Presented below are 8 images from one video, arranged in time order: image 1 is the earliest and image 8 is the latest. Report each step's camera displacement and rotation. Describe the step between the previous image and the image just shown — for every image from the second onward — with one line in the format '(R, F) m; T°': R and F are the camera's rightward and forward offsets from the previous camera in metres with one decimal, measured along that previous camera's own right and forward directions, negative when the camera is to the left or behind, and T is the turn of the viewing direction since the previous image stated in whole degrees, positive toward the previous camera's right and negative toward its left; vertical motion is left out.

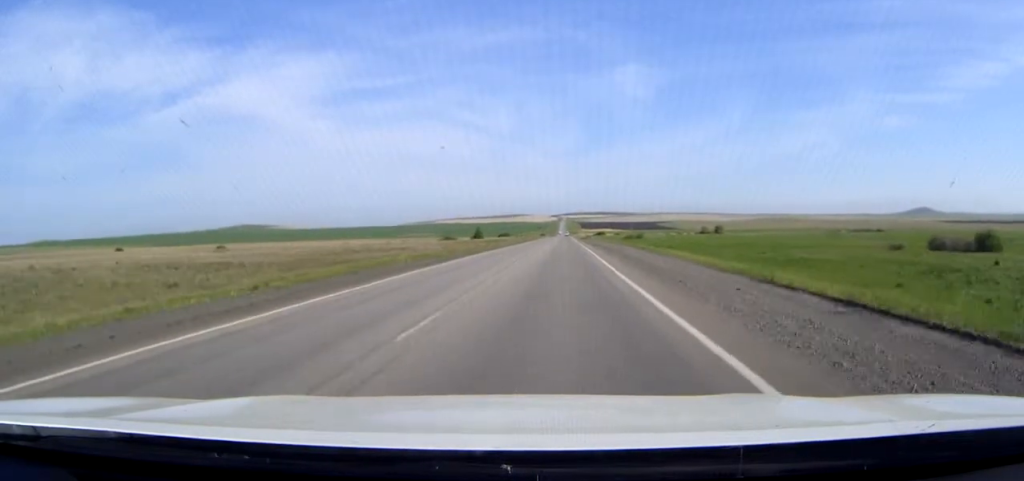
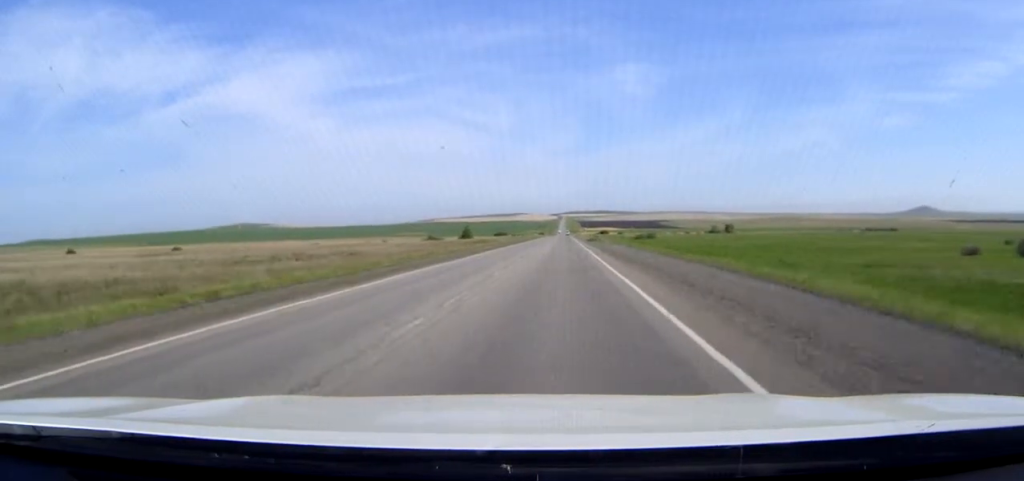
(0.0, +34.2) m; 0°
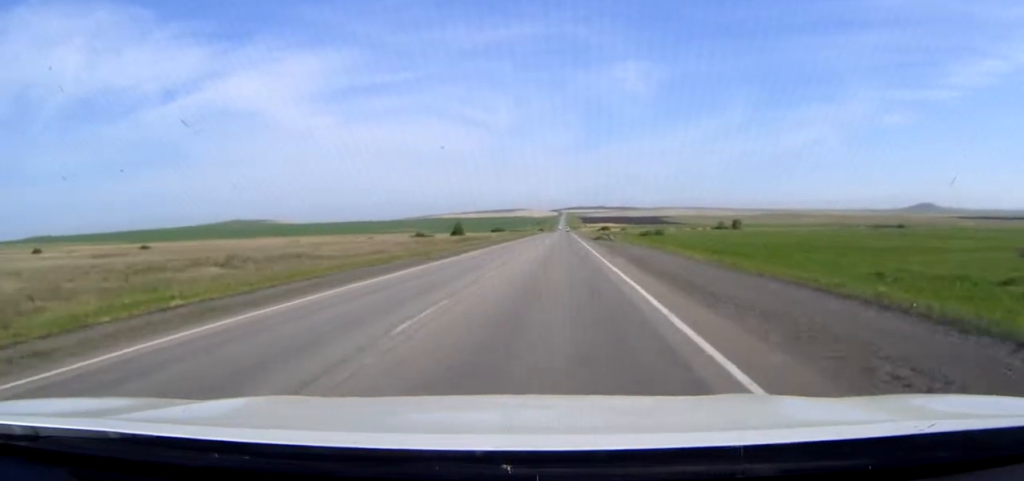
(0.0, +20.7) m; 0°
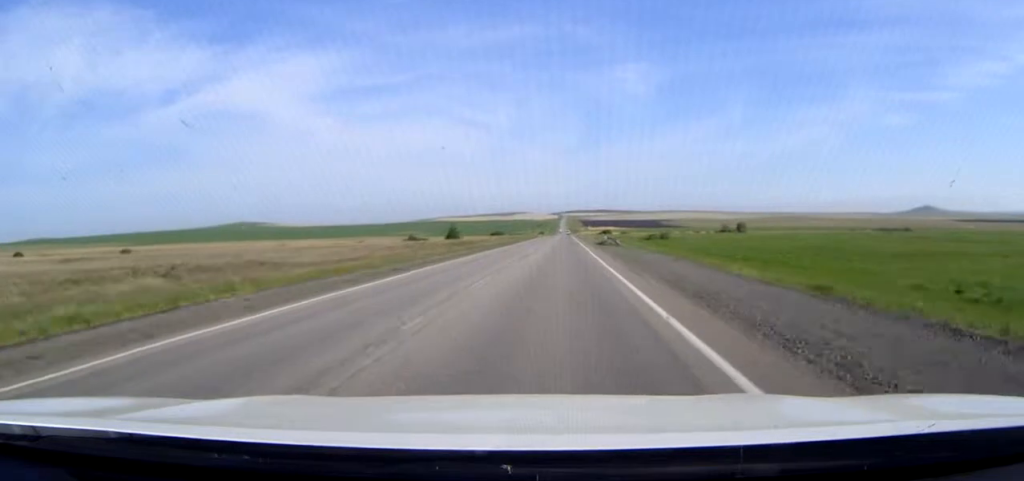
(0.0, +11.7) m; 0°
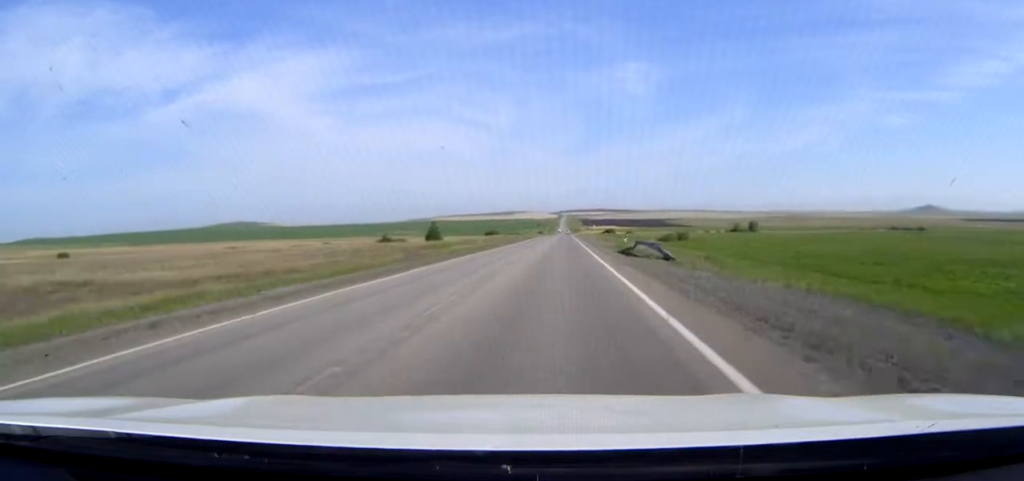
(0.0, +32.4) m; 0°
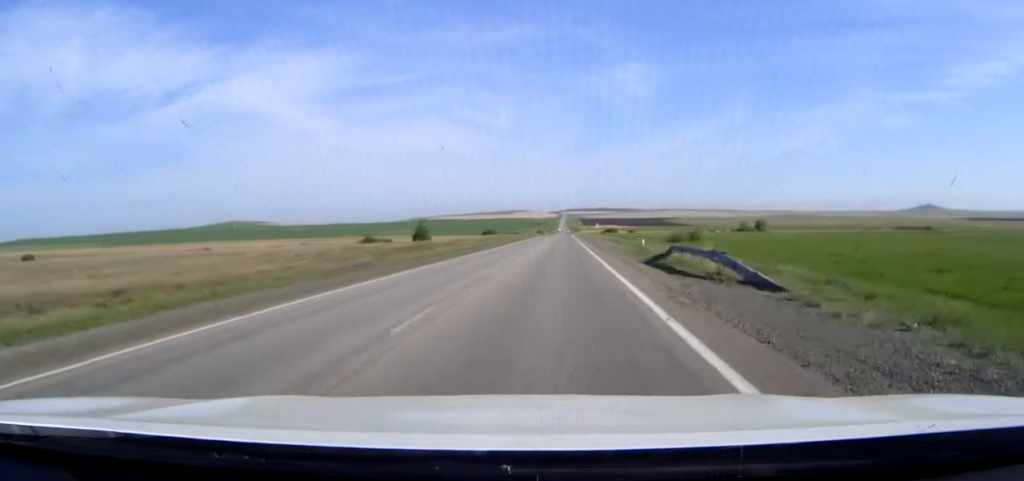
(0.0, +16.2) m; 0°
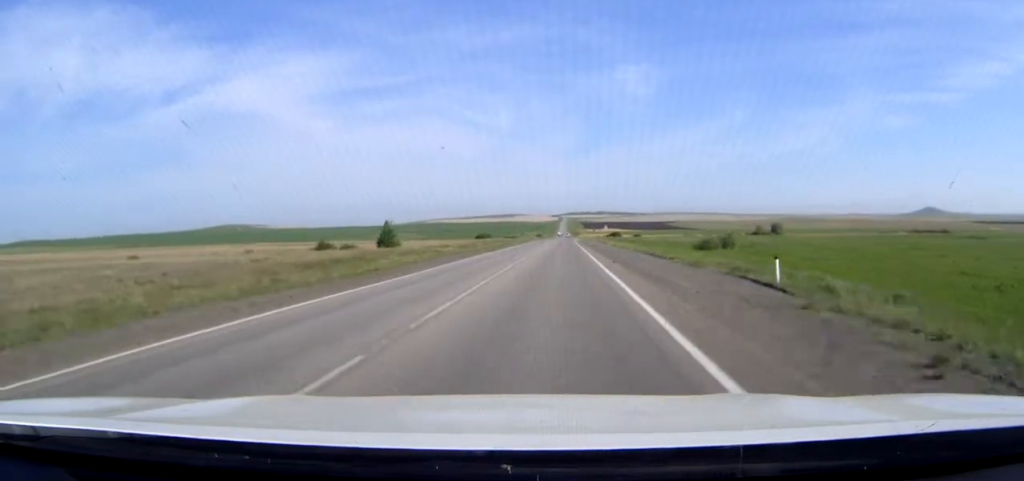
(0.0, +33.3) m; 0°
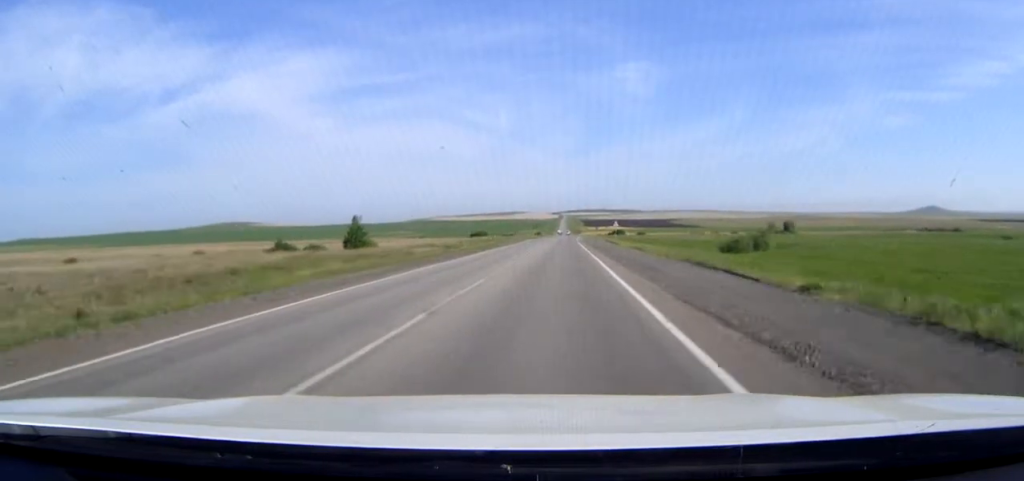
(0.0, +21.7) m; 0°
